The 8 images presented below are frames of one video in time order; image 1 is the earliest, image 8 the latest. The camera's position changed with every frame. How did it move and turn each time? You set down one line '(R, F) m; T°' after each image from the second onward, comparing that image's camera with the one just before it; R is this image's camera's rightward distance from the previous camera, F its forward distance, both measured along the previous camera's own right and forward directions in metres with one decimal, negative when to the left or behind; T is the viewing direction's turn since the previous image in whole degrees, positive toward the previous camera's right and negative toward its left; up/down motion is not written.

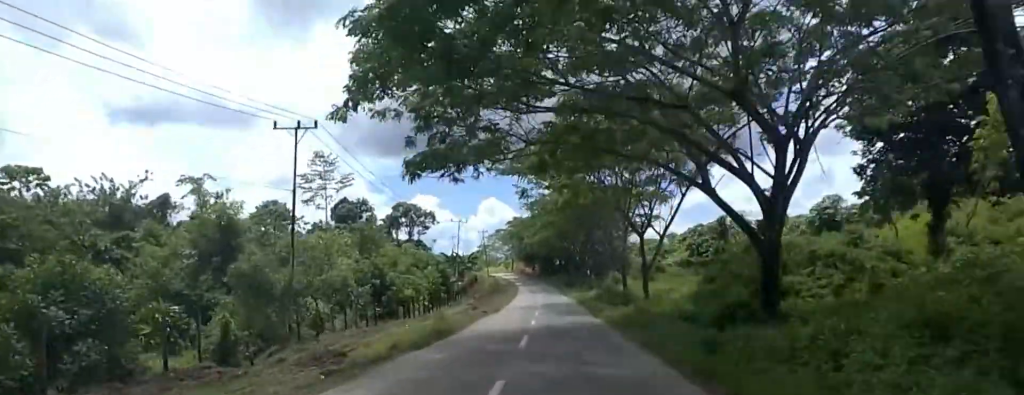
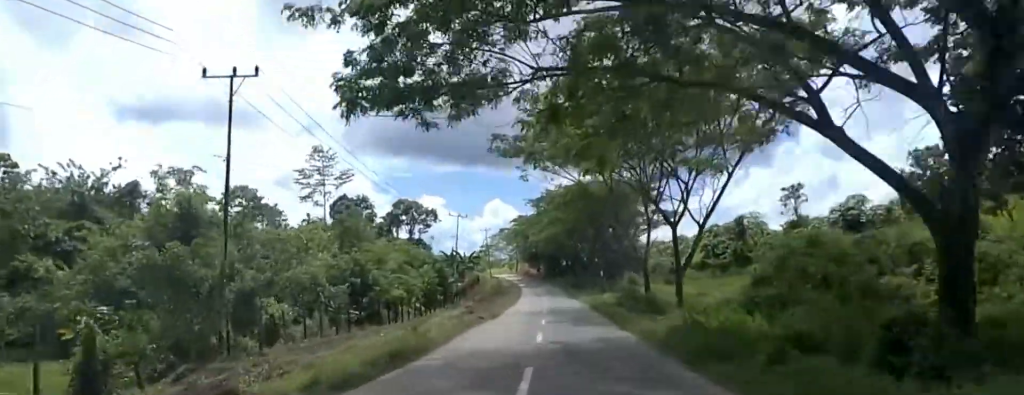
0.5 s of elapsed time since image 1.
(0.0, +5.9) m; 0°
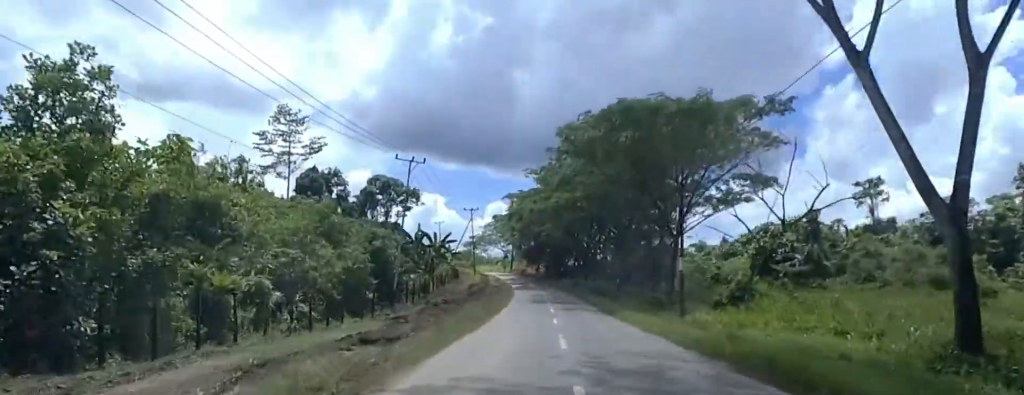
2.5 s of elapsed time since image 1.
(0.0, +25.3) m; 0°
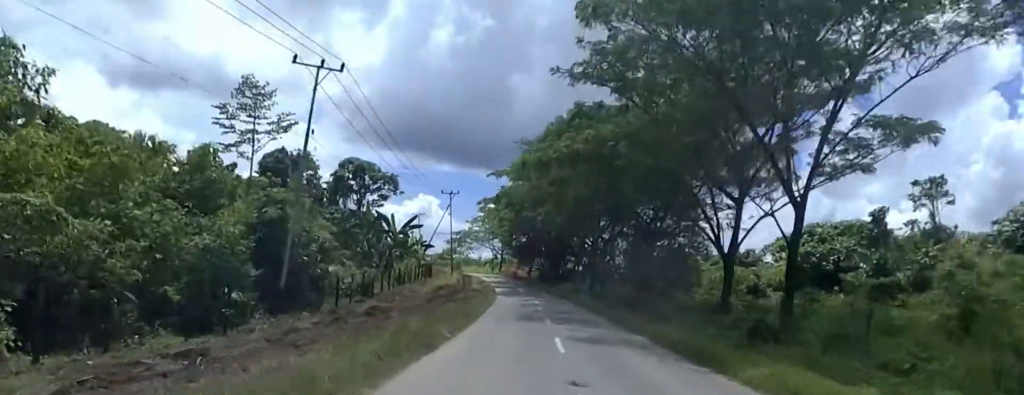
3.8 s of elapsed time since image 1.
(0.0, +16.1) m; 0°
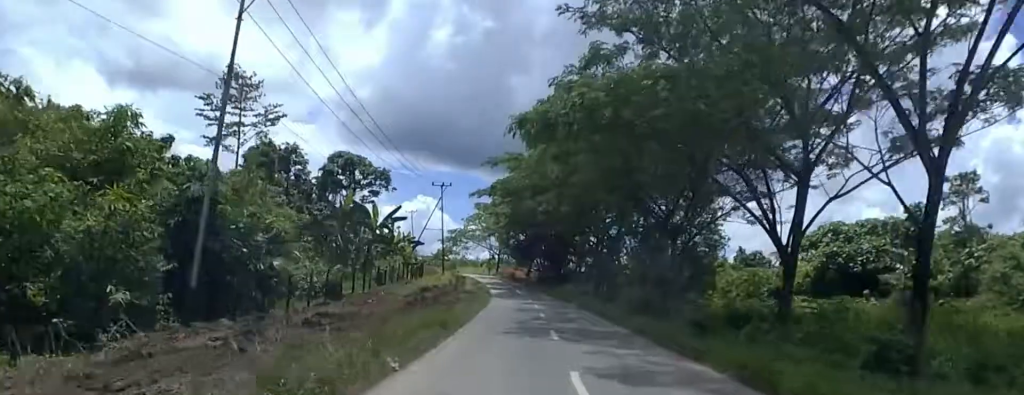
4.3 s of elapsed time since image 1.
(0.0, +5.9) m; 0°
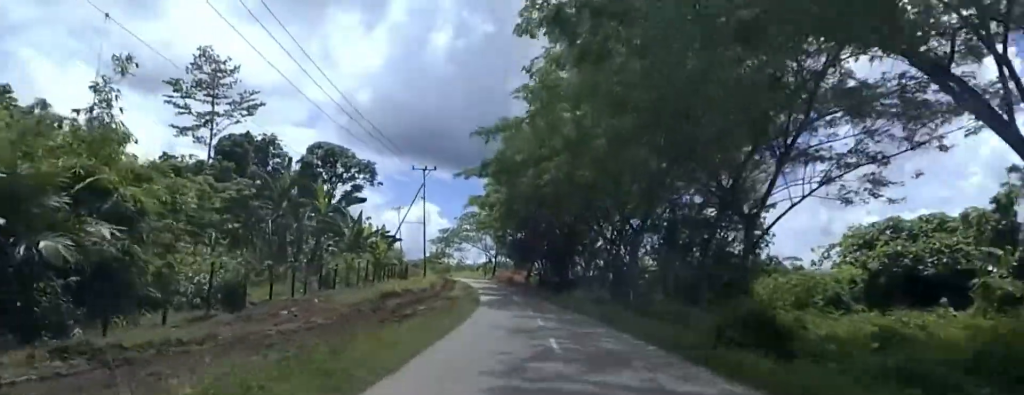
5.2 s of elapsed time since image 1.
(0.0, +10.6) m; 0°
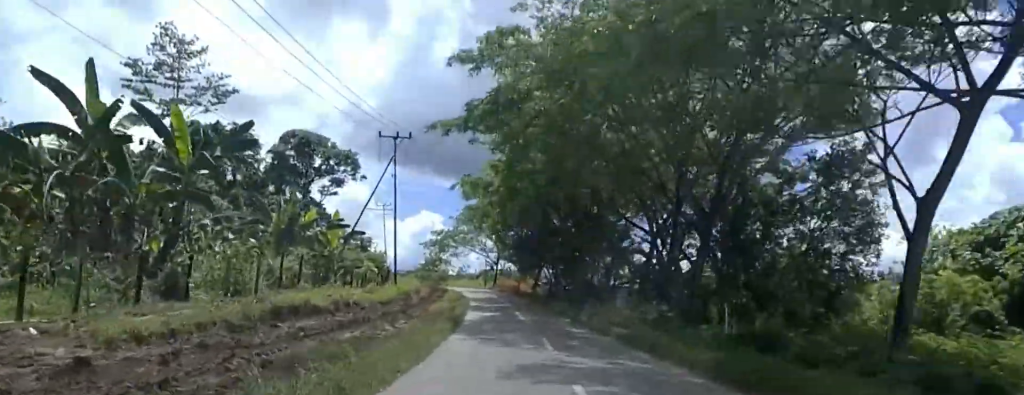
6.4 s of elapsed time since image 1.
(0.0, +14.0) m; 0°
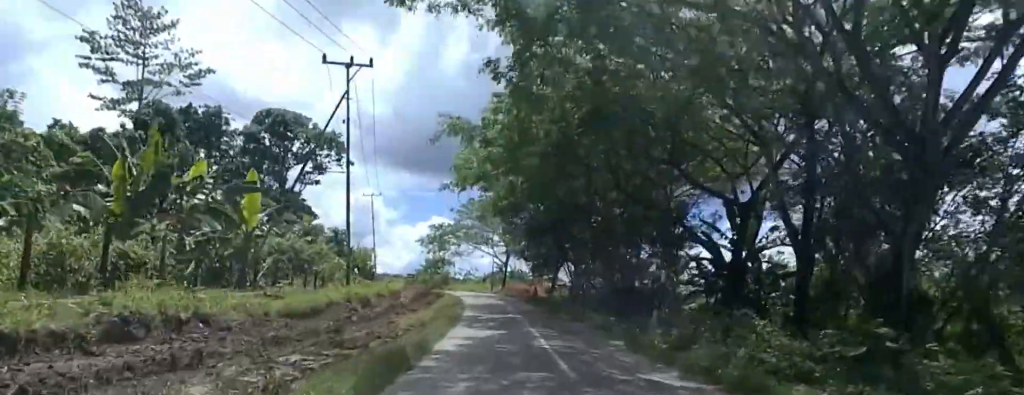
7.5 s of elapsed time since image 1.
(0.0, +12.7) m; 0°
